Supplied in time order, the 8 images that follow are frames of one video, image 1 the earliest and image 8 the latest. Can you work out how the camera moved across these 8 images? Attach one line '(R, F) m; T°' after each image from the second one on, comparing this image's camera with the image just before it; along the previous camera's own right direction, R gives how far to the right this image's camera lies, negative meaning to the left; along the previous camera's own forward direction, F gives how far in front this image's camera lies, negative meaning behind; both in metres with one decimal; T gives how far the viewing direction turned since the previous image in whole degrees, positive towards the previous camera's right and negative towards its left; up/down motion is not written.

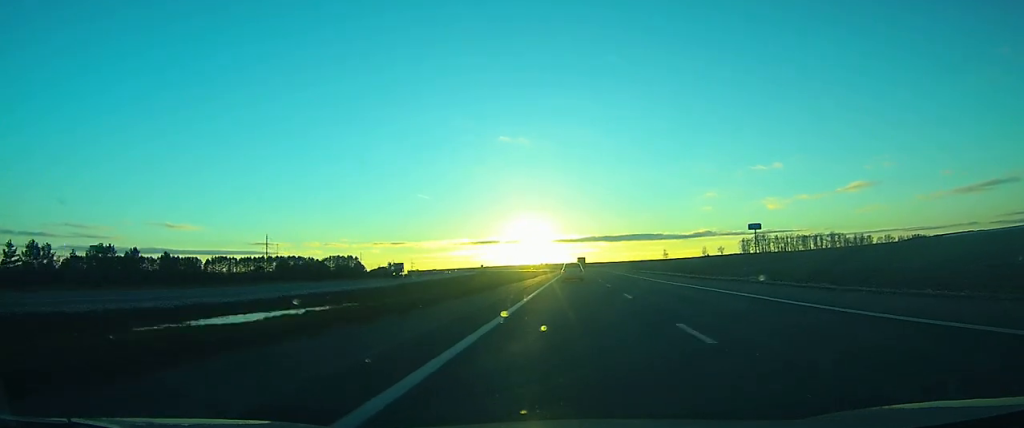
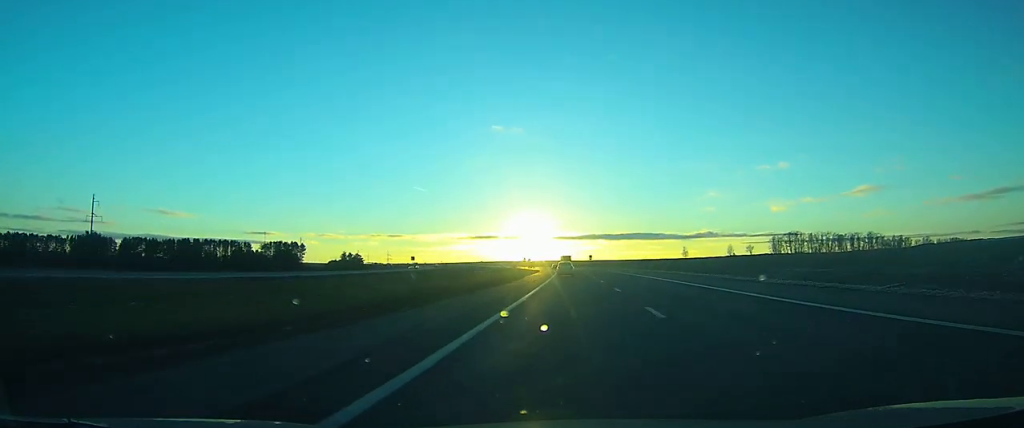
(-0.1, +102.3) m; 0°
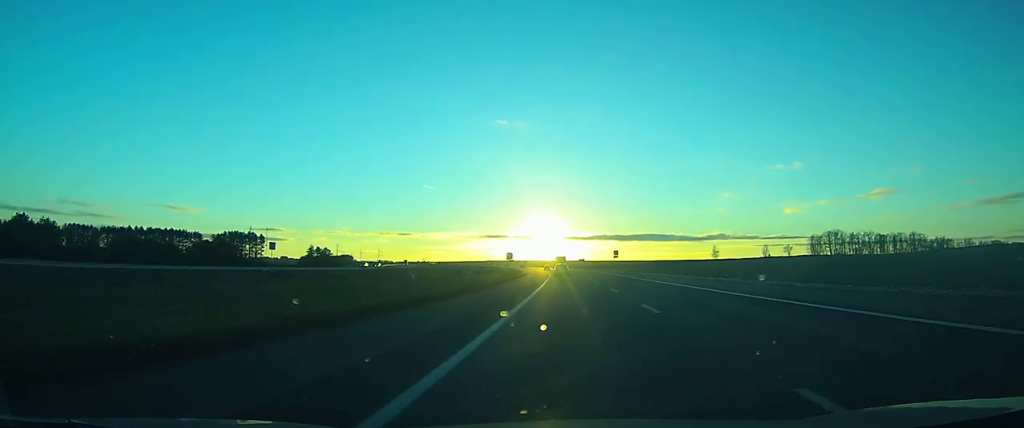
(-0.4, +67.9) m; -1°
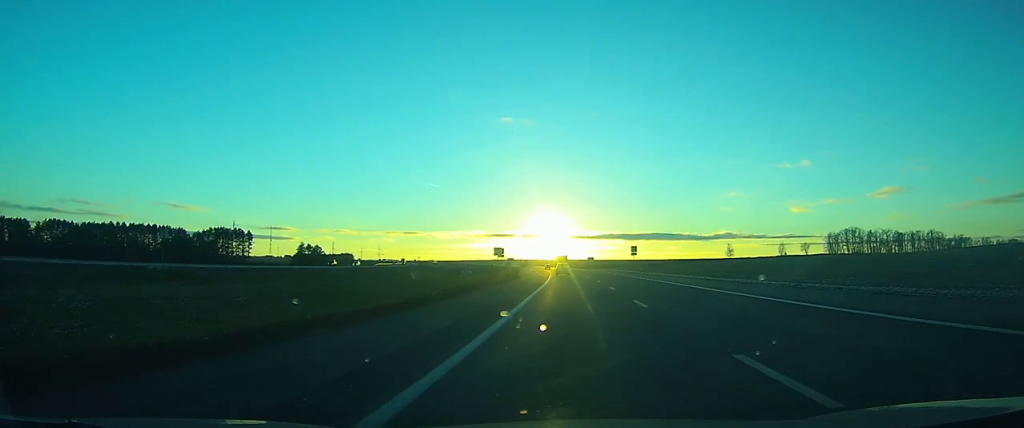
(0.0, +22.6) m; -1°
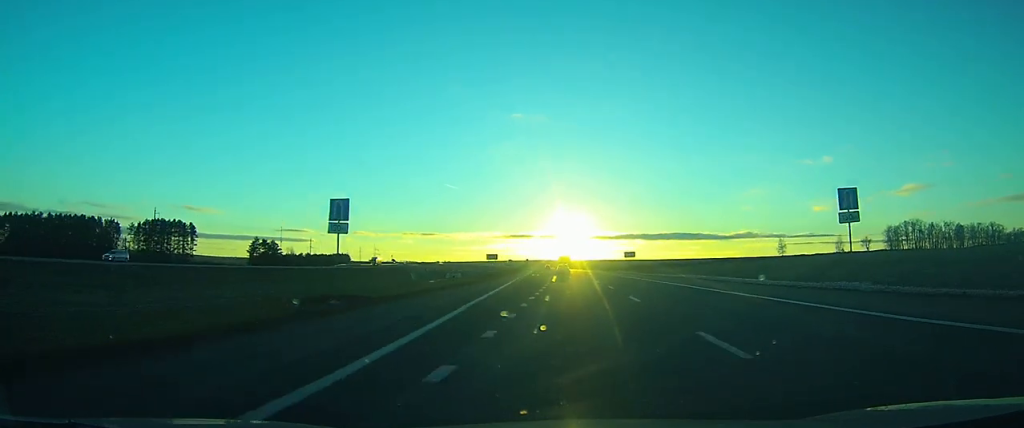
(-1.1, +71.2) m; -2°
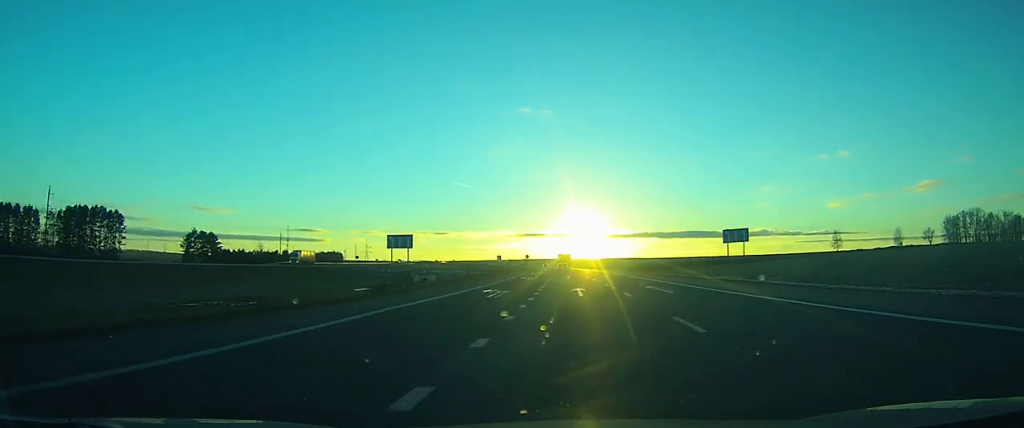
(-1.0, +56.5) m; -2°
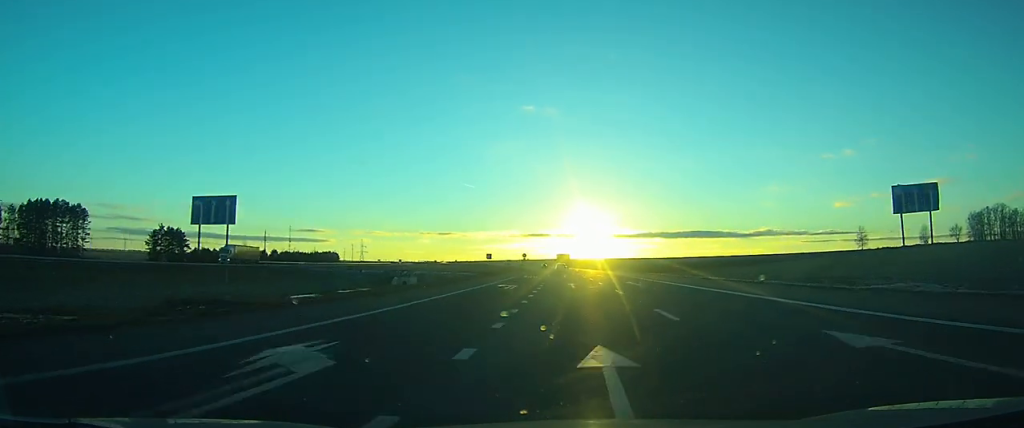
(-0.2, +20.8) m; -1°
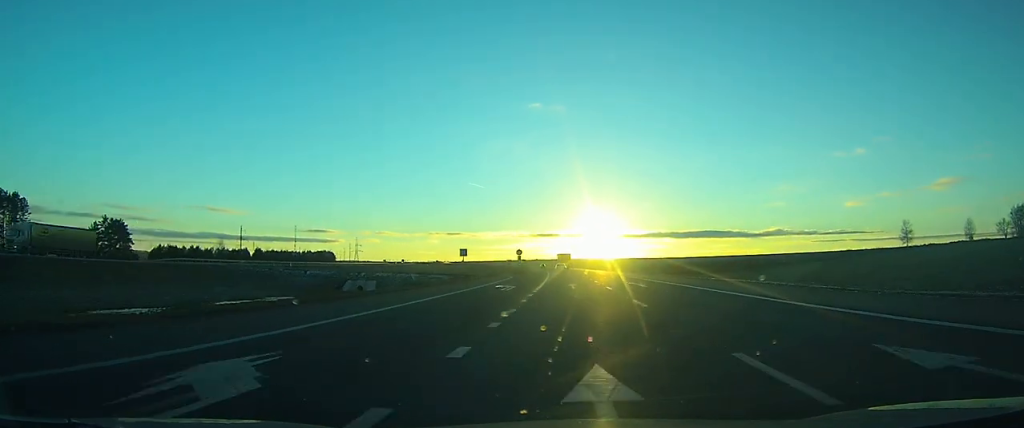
(-0.2, +30.3) m; -1°
